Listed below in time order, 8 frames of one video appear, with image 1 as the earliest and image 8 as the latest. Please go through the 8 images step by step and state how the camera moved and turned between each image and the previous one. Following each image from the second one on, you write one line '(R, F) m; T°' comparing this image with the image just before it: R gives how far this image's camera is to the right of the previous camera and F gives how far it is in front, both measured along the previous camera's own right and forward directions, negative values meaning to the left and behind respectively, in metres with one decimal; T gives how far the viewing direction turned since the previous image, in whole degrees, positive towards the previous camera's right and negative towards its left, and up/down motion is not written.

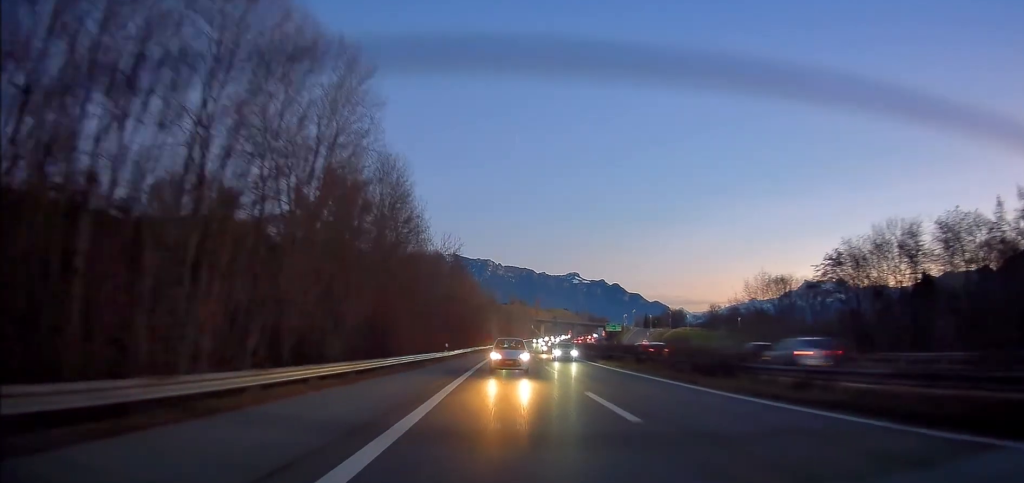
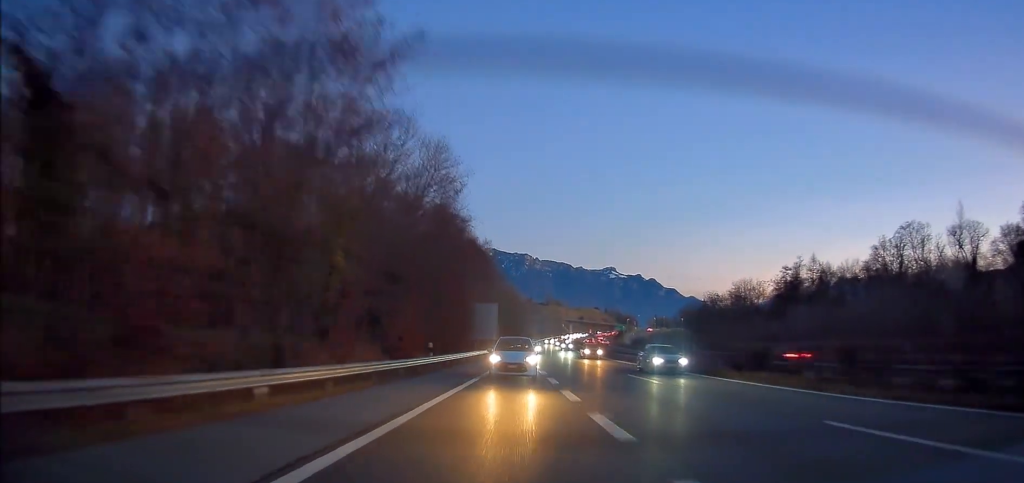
(-1.1, +84.6) m; -3°
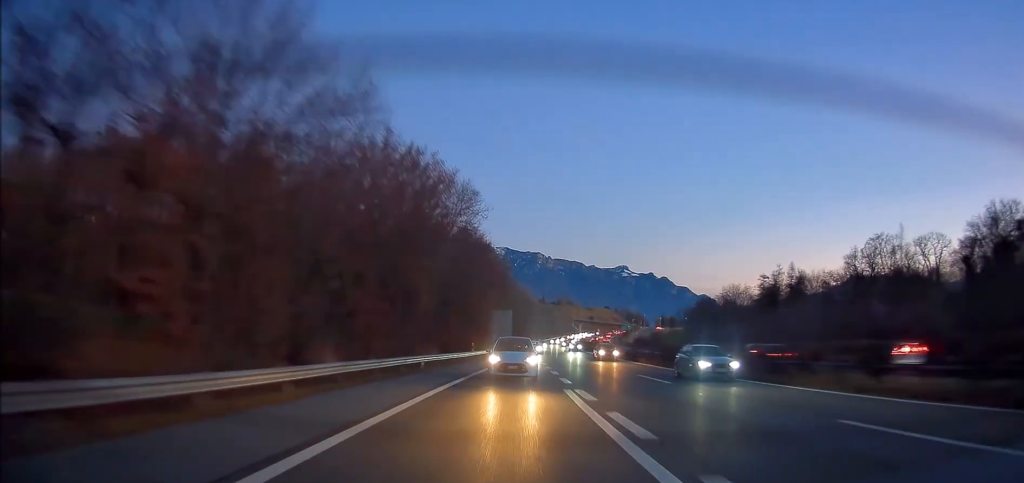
(-0.5, +18.4) m; -2°
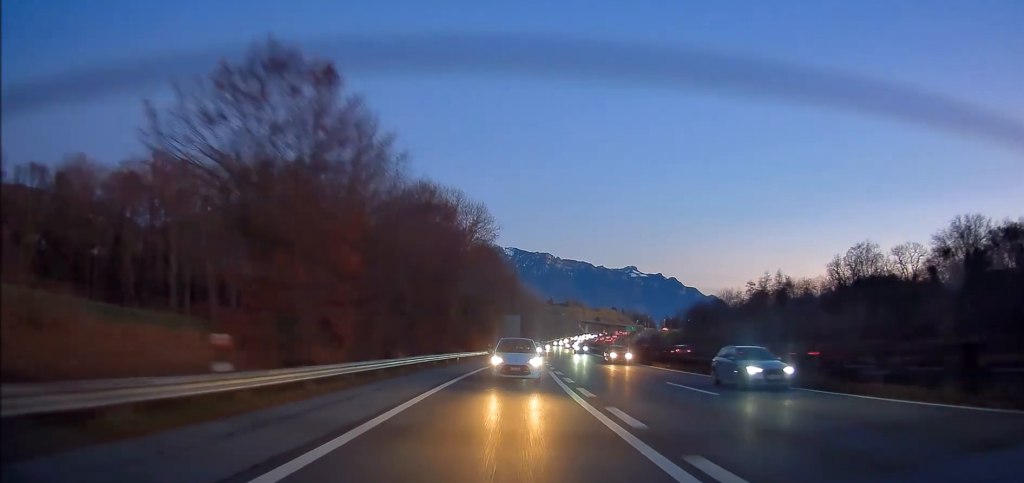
(-0.2, +13.5) m; -1°
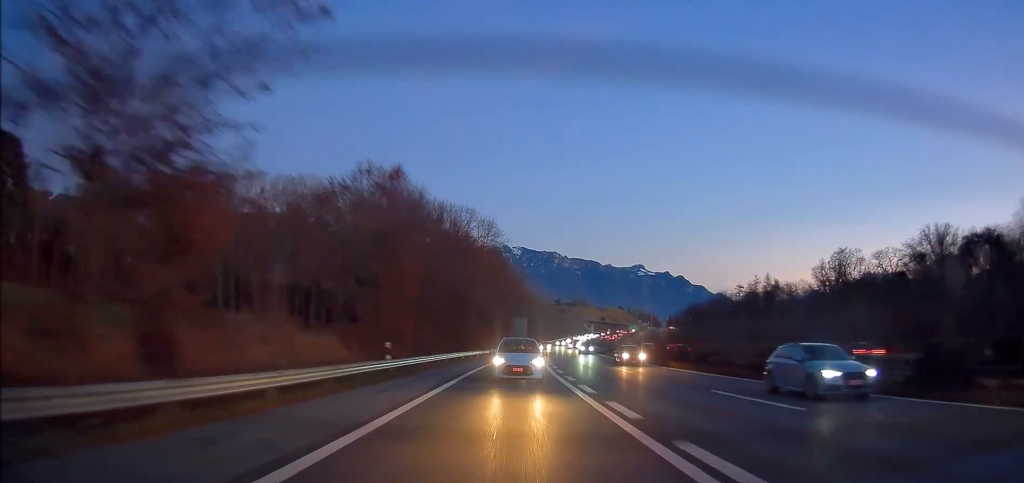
(-0.1, +13.4) m; -1°
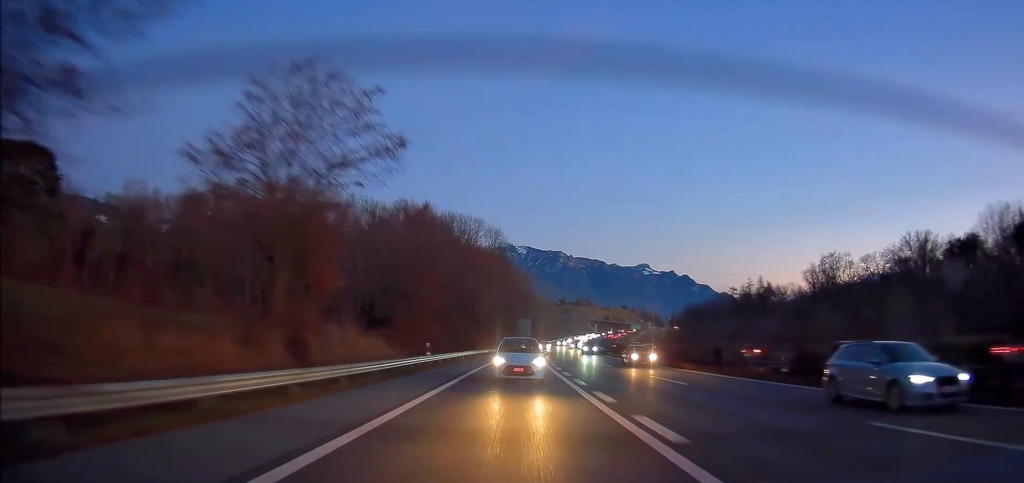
(-0.1, +9.4) m; 0°
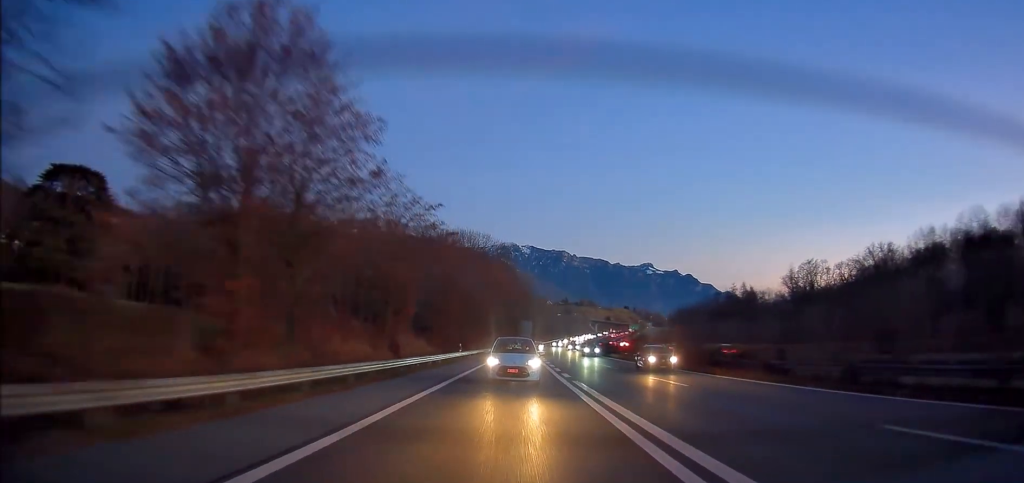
(0.0, +17.8) m; 0°
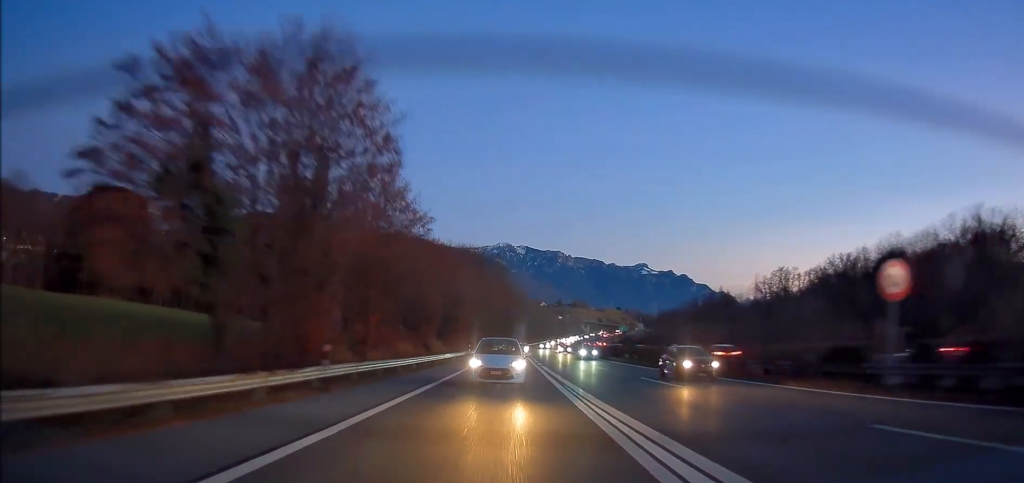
(0.0, +18.5) m; -1°
